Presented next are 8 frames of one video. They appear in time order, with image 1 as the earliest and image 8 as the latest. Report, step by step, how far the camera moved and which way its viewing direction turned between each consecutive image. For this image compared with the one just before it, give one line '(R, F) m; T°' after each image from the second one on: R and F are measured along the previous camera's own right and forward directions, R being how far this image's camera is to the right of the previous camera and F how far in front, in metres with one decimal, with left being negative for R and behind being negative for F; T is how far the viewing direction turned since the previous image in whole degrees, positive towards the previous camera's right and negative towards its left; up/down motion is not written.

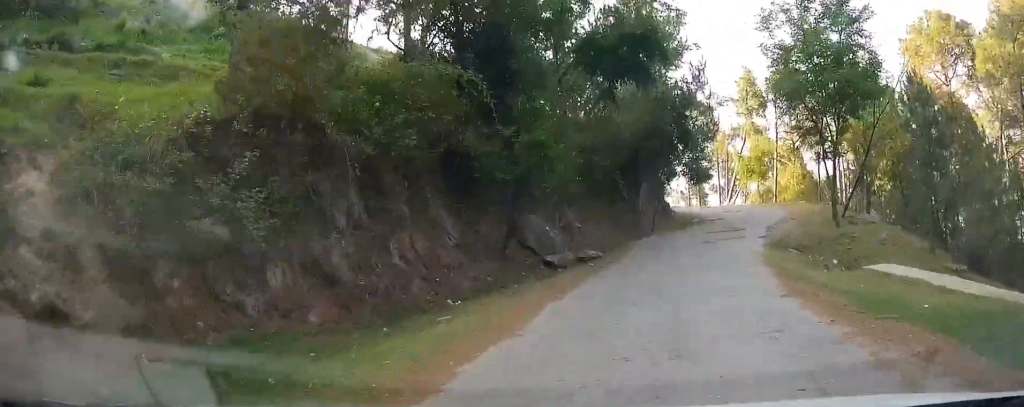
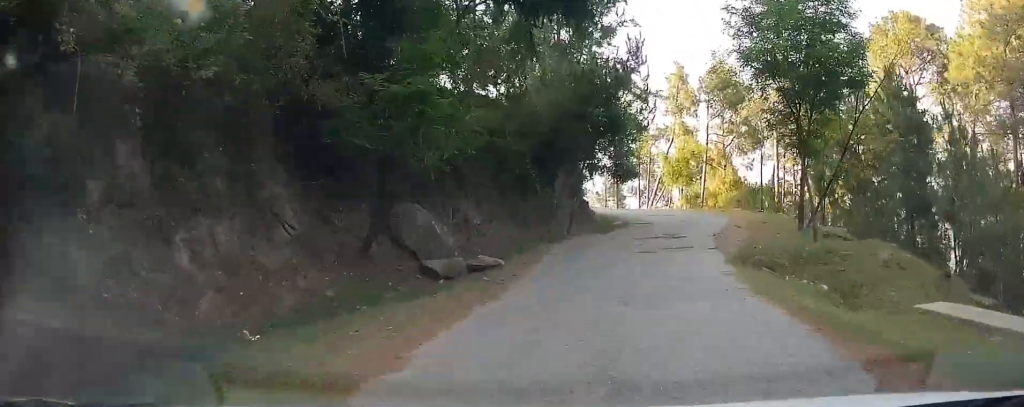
(+0.1, +4.5) m; +6°
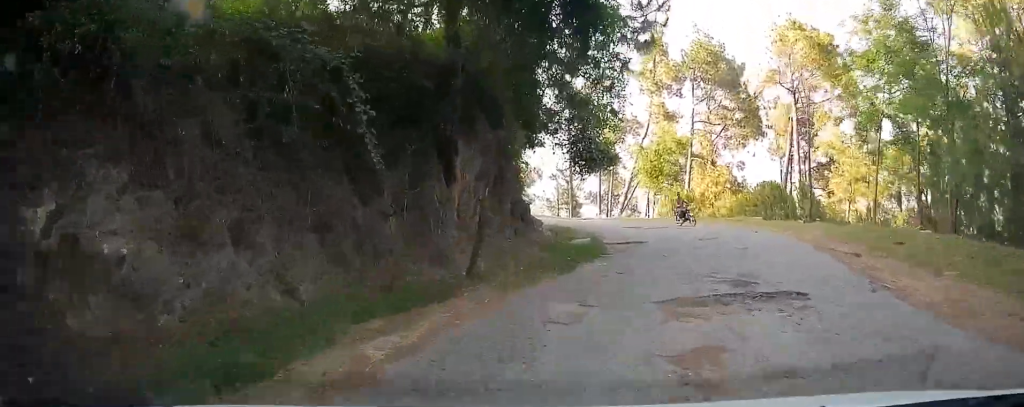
(+1.5, +13.6) m; +11°
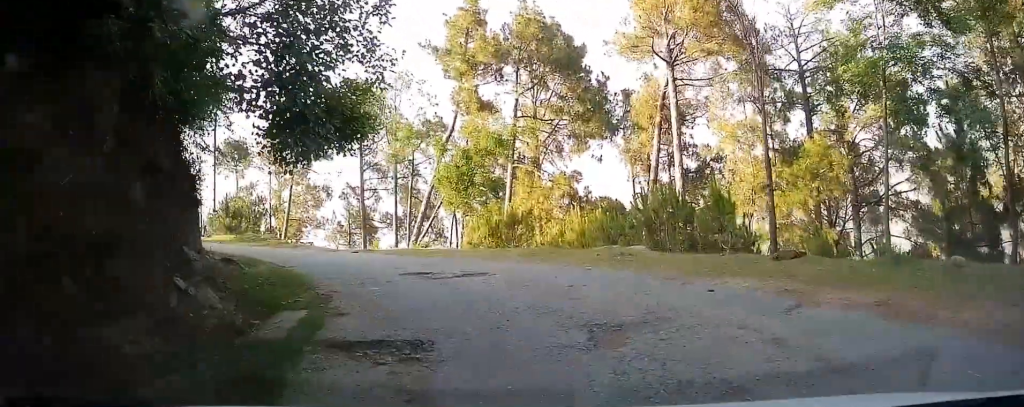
(+1.3, +12.2) m; +9°
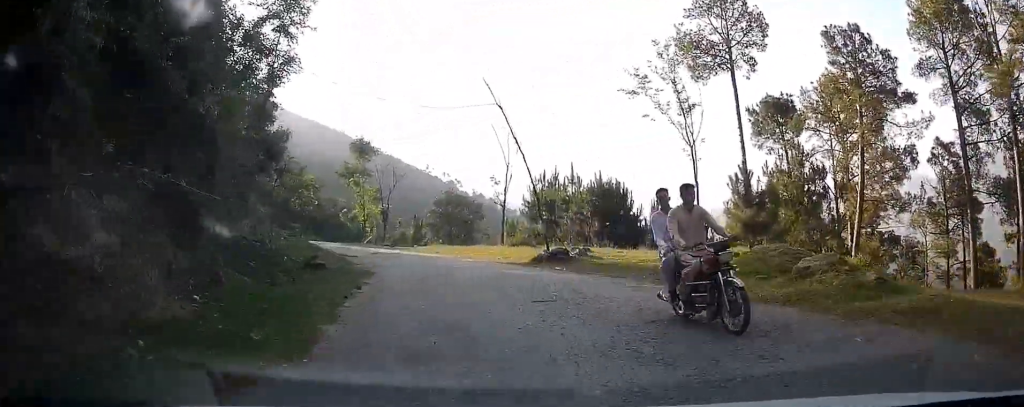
(-7.1, +19.3) m; -51°
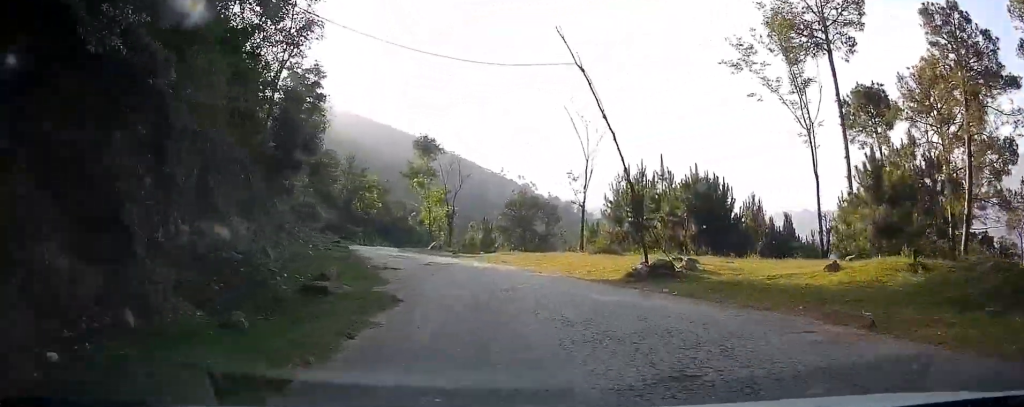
(-0.7, +4.4) m; -8°
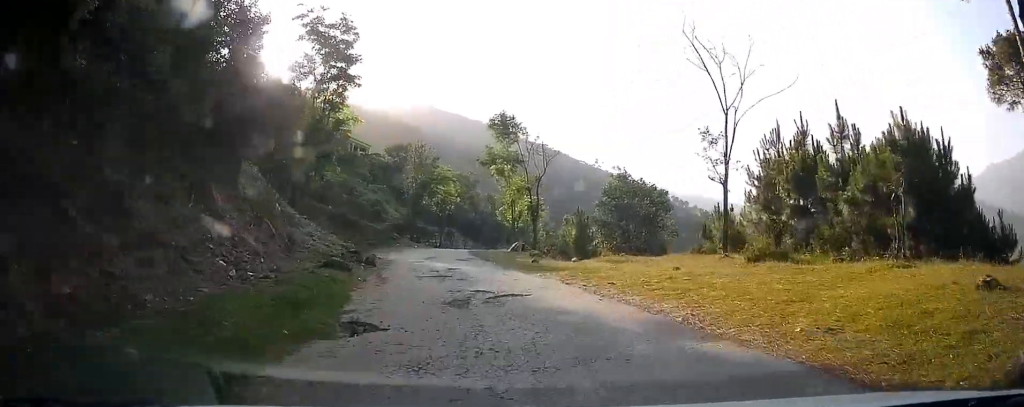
(-1.3, +9.0) m; -11°
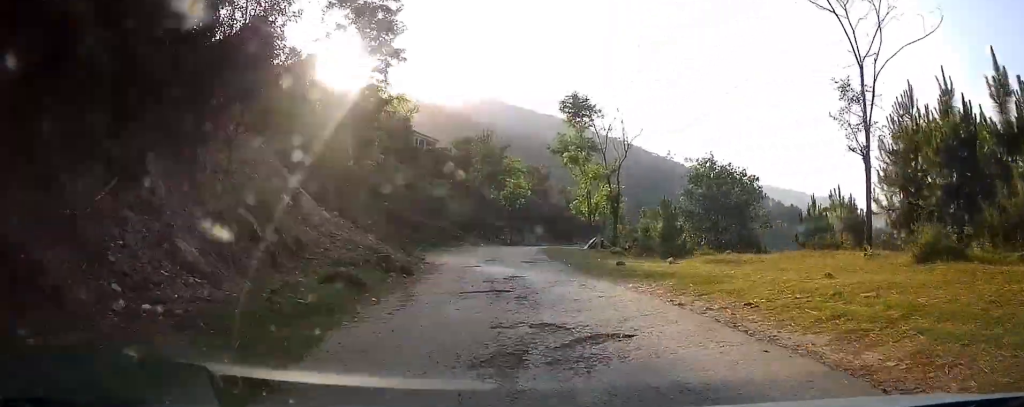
(-0.2, +4.3) m; -3°
